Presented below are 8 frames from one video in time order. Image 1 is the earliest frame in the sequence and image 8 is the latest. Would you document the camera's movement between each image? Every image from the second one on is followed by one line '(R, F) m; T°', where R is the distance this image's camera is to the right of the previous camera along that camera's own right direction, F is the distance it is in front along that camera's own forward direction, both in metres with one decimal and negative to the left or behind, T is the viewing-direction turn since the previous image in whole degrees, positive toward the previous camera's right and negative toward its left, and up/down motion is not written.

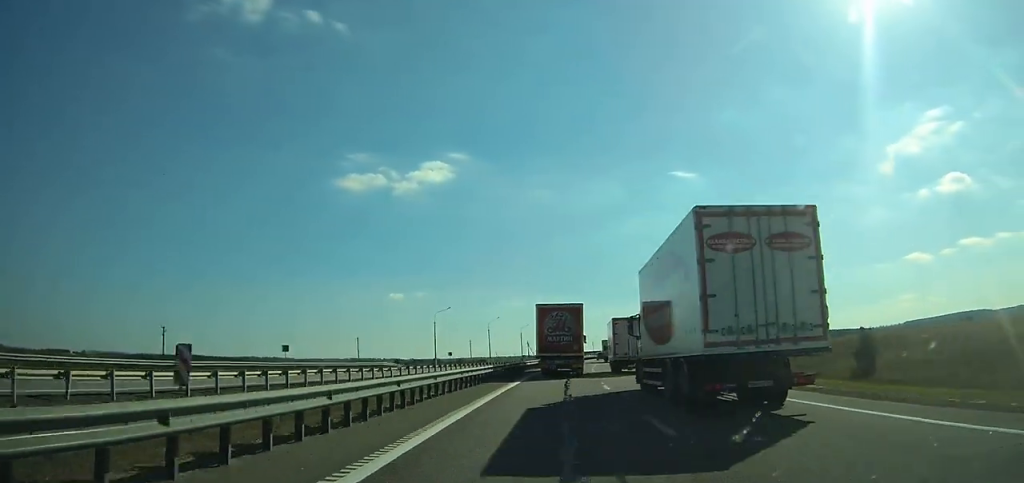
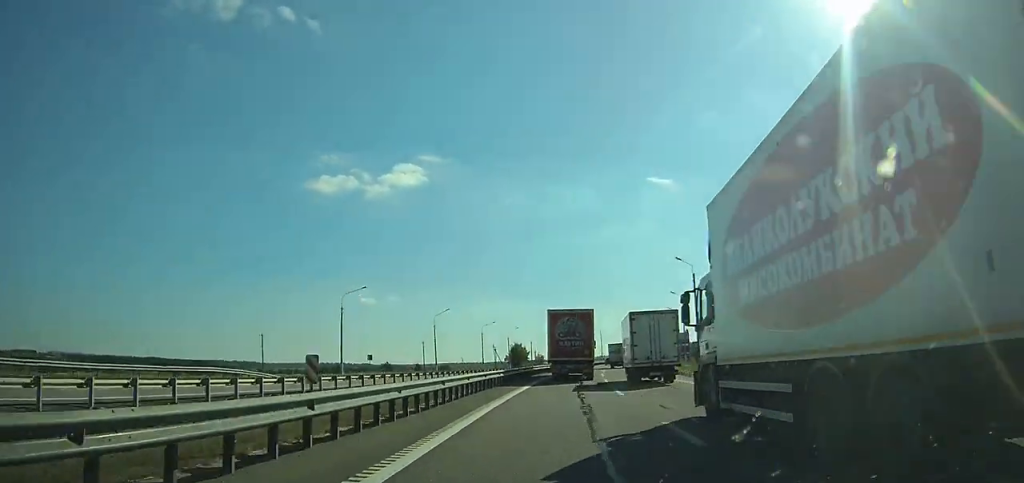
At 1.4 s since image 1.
(+0.1, +36.9) m; +4°
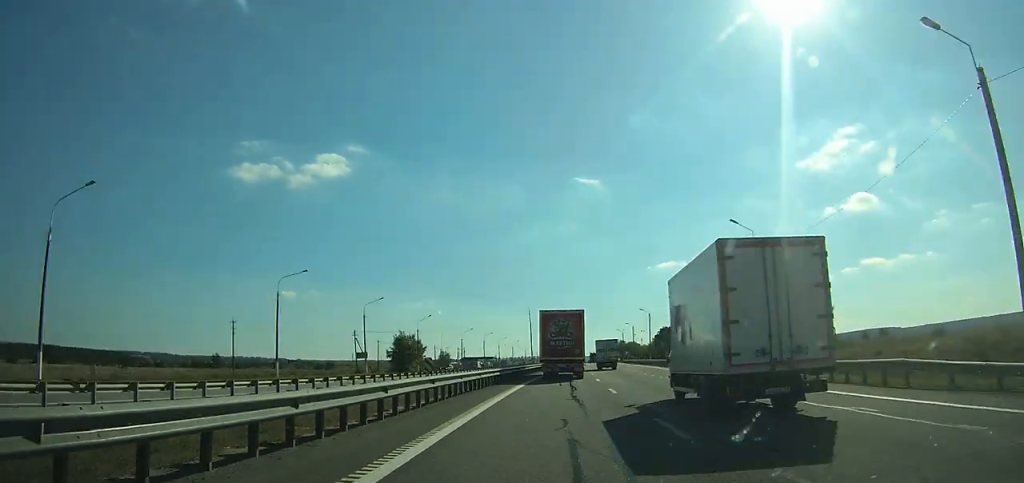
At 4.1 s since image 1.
(+4.7, +70.0) m; +6°
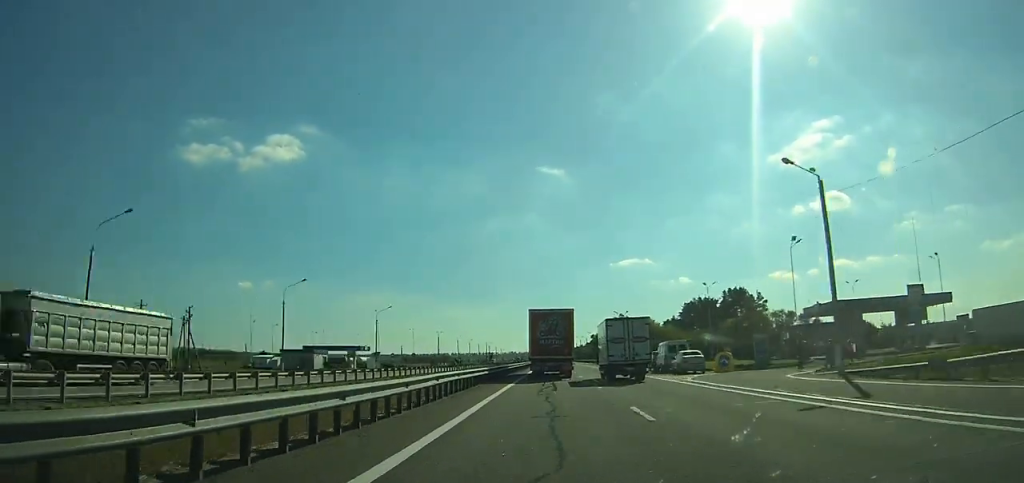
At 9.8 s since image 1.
(+8.8, +151.8) m; +4°
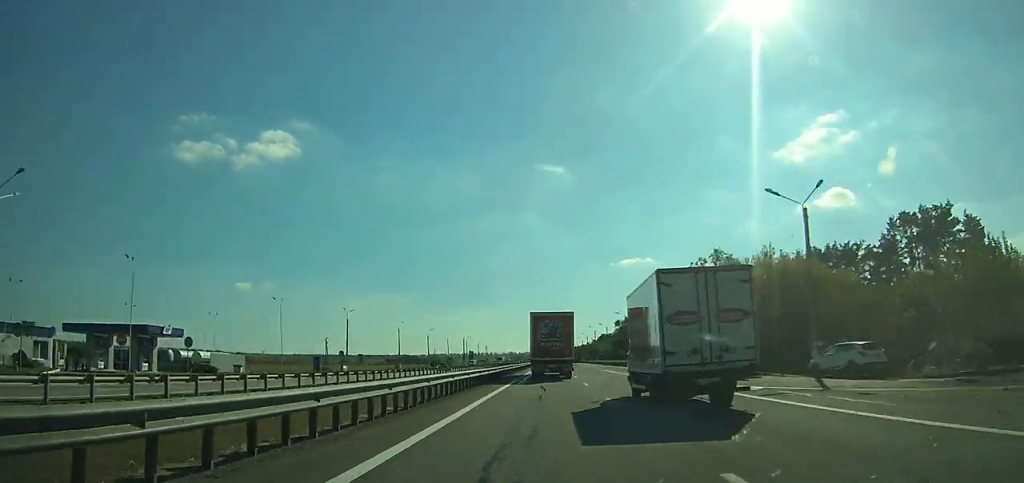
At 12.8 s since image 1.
(+0.2, +81.9) m; 0°
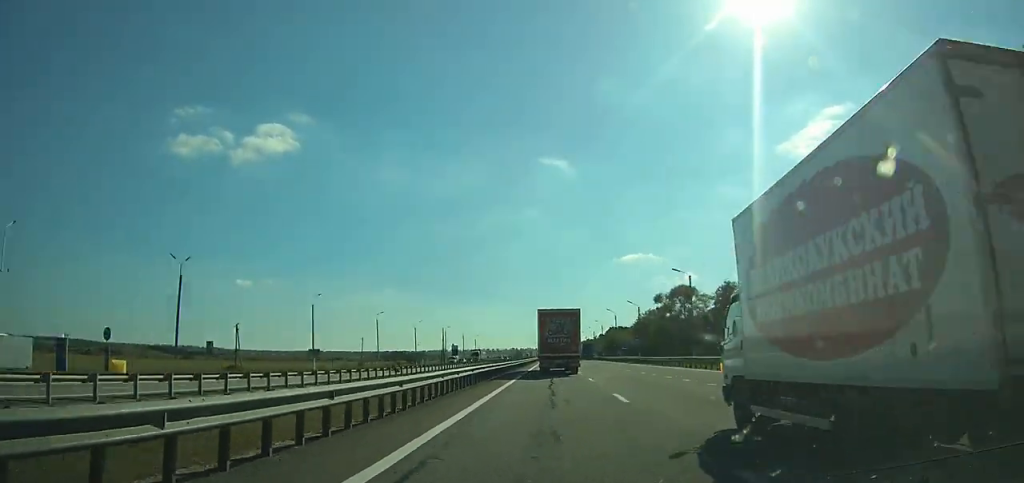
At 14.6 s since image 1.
(0.0, +47.8) m; 0°
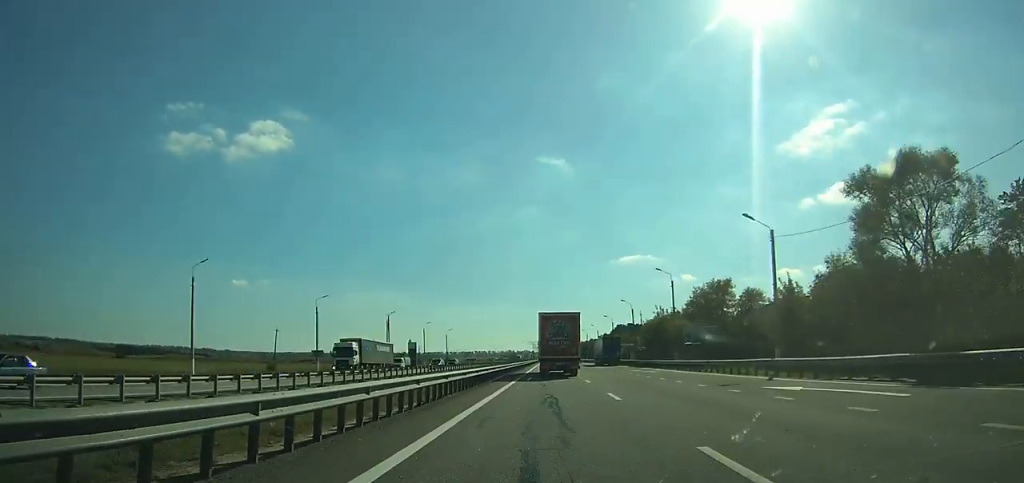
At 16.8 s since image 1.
(-0.1, +57.4) m; 0°
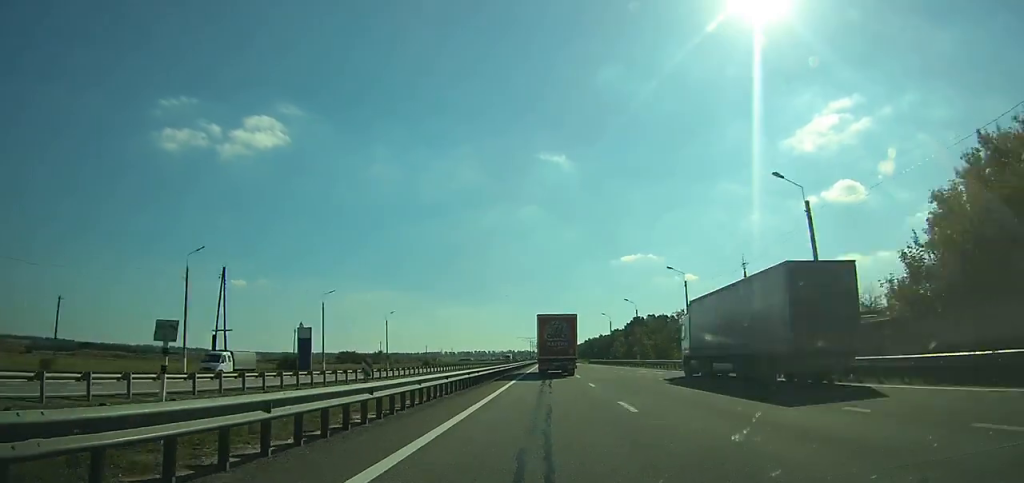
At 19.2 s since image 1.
(0.0, +60.6) m; 0°
